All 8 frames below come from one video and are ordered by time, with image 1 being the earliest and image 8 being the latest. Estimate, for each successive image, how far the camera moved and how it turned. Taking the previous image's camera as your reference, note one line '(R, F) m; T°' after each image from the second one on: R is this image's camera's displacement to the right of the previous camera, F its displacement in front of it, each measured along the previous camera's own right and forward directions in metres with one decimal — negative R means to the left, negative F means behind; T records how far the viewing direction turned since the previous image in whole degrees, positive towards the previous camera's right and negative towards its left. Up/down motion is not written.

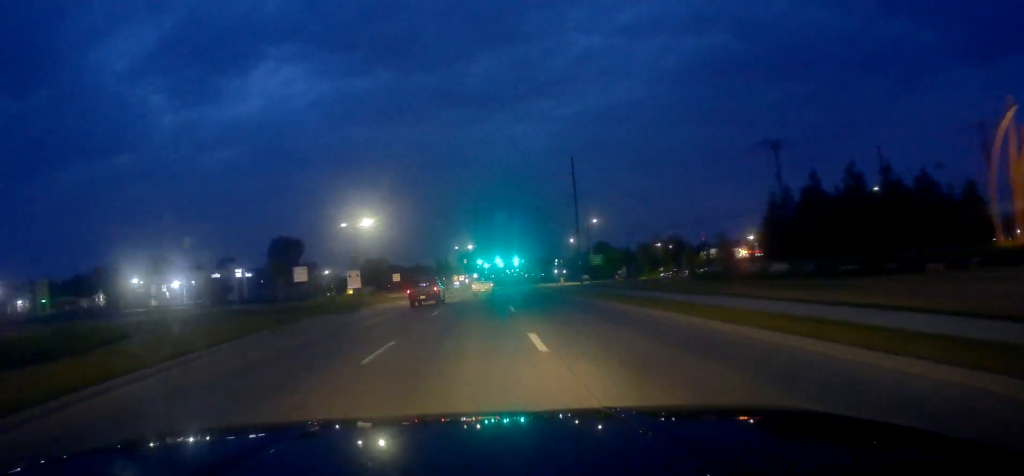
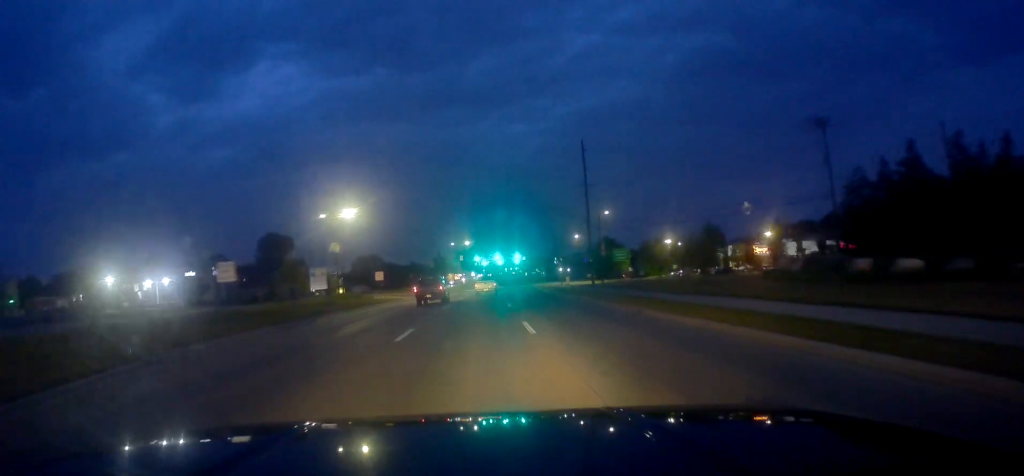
(0.0, +9.9) m; -3°
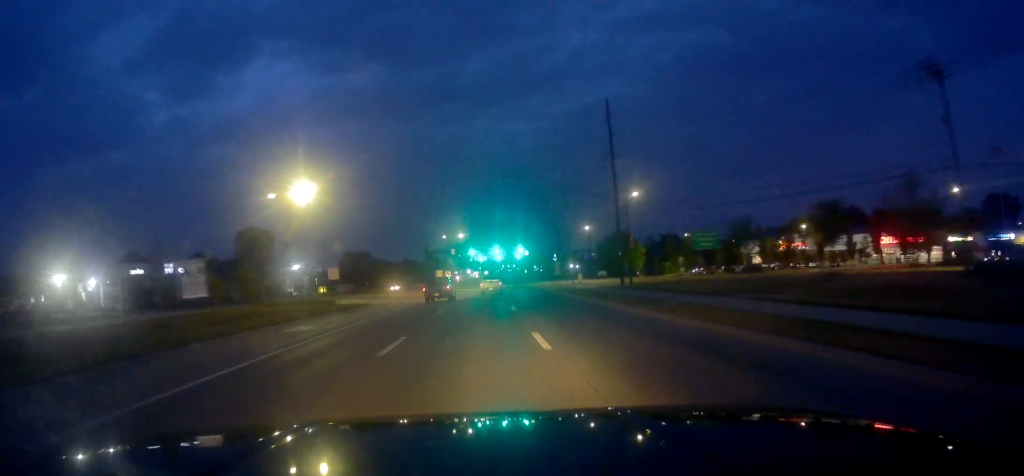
(-0.7, +16.6) m; -1°
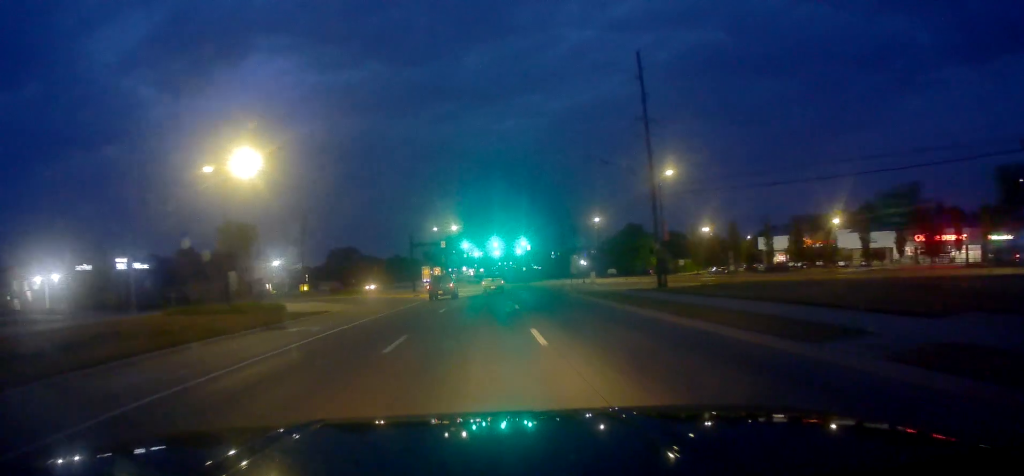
(+0.3, +13.0) m; 0°
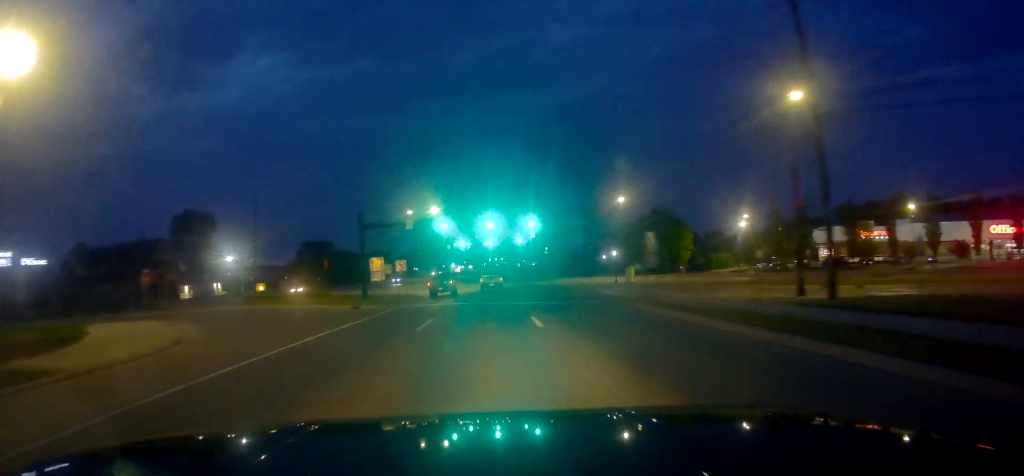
(-0.4, +24.0) m; -1°
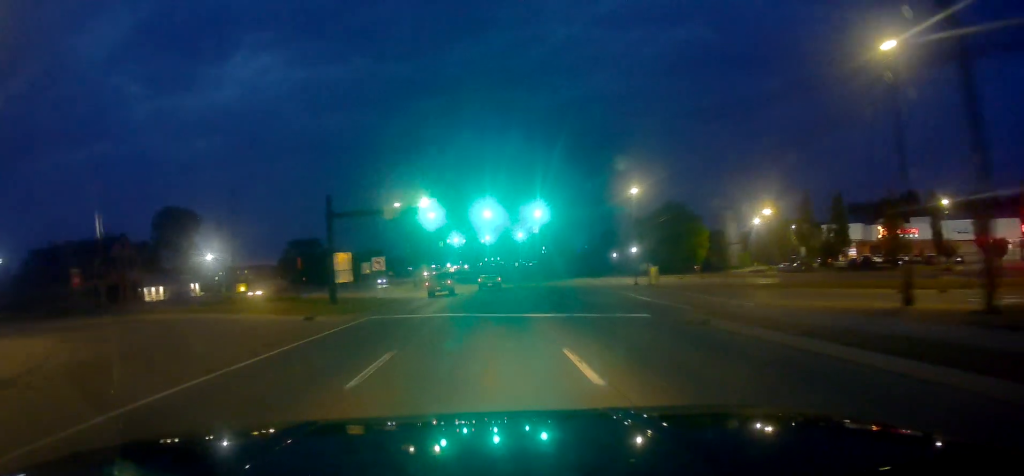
(0.0, +8.6) m; 0°
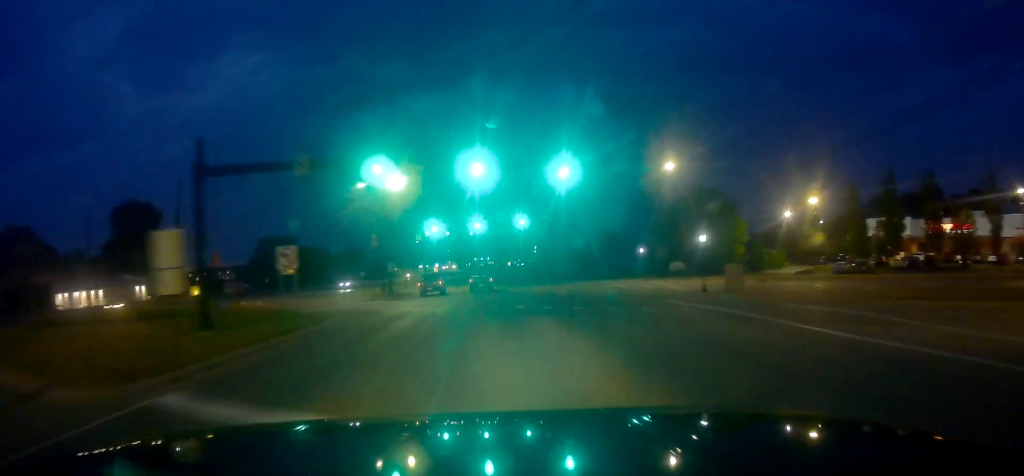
(+0.7, +17.1) m; +1°
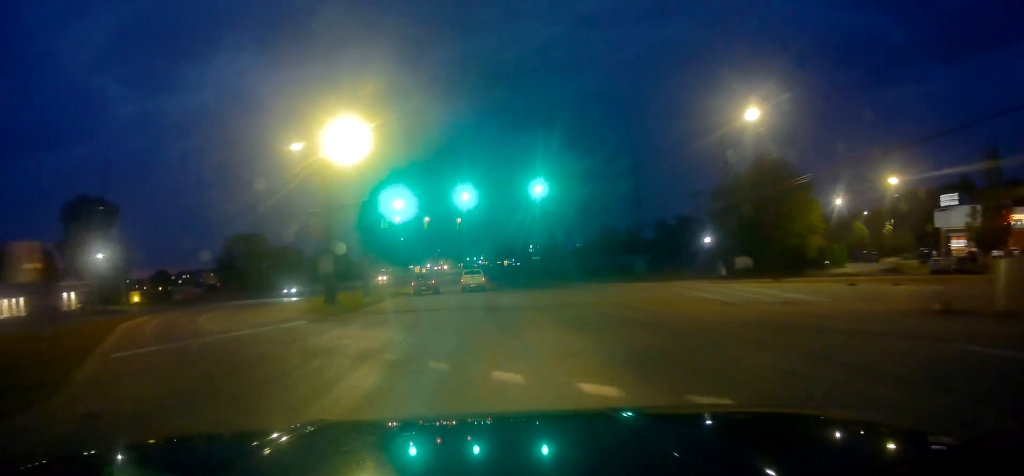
(-0.4, +19.1) m; +1°
